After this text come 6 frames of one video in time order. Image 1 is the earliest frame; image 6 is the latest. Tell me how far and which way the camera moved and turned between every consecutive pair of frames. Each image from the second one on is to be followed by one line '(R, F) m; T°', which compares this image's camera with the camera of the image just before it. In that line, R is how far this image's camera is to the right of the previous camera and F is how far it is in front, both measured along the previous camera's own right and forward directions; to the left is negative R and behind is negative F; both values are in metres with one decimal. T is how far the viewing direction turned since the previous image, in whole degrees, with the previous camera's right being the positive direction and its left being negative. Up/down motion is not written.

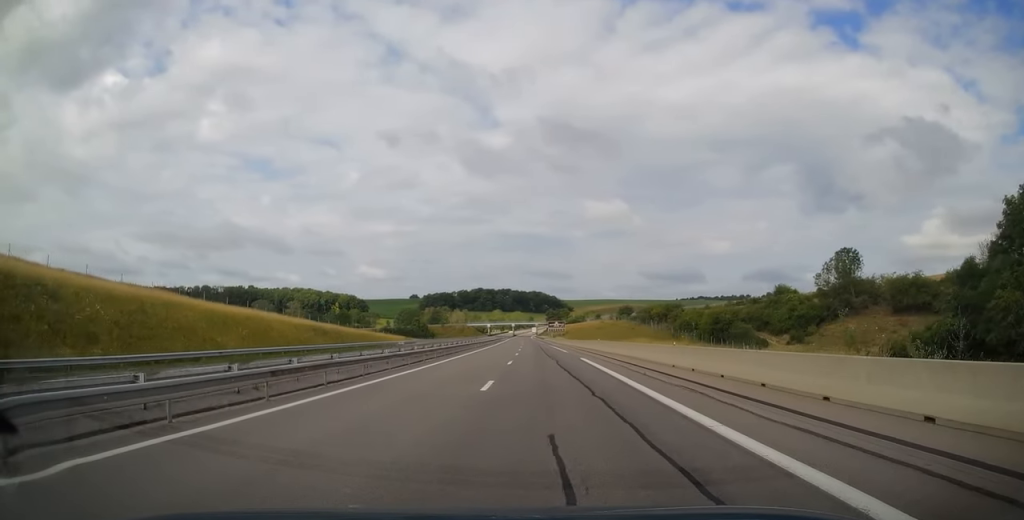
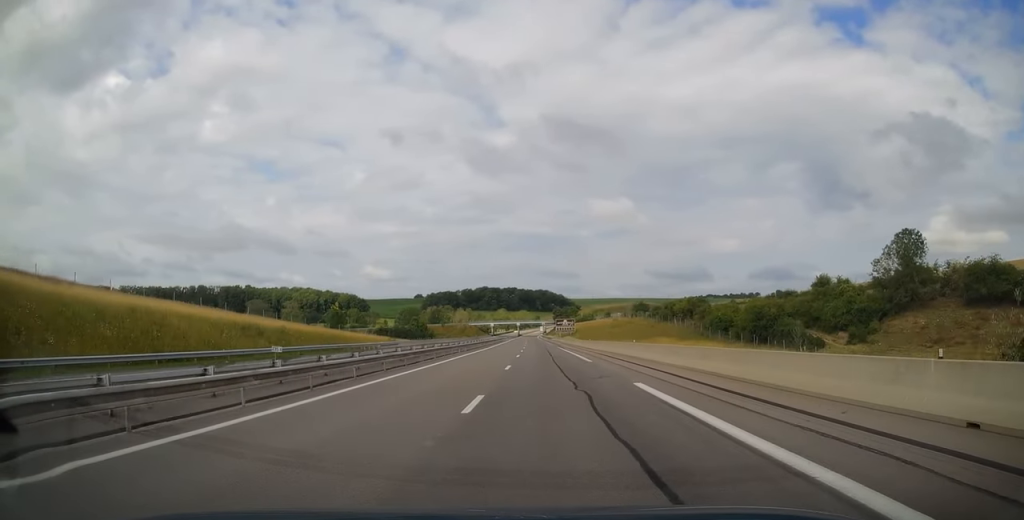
(-0.1, +17.2) m; -1°
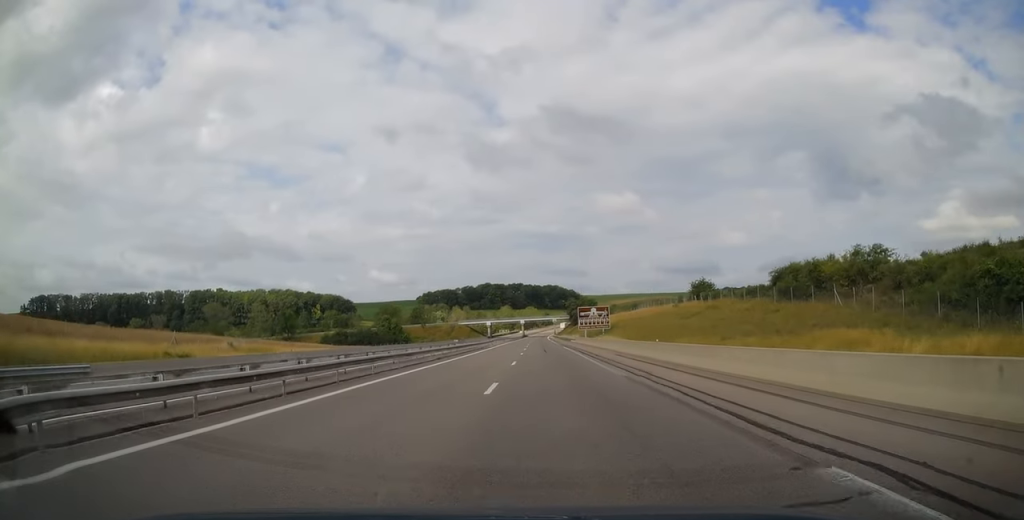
(+0.2, +61.9) m; +1°
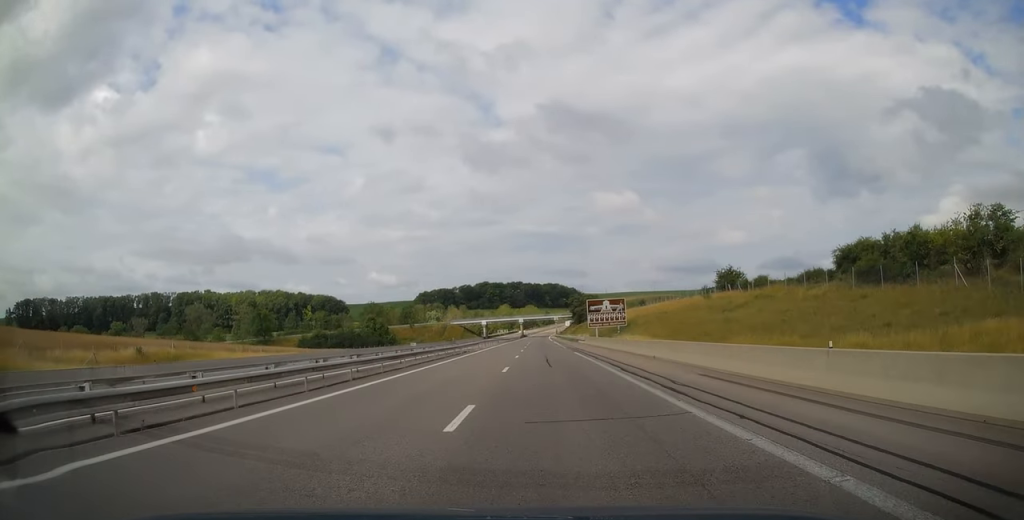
(0.0, +18.2) m; 0°
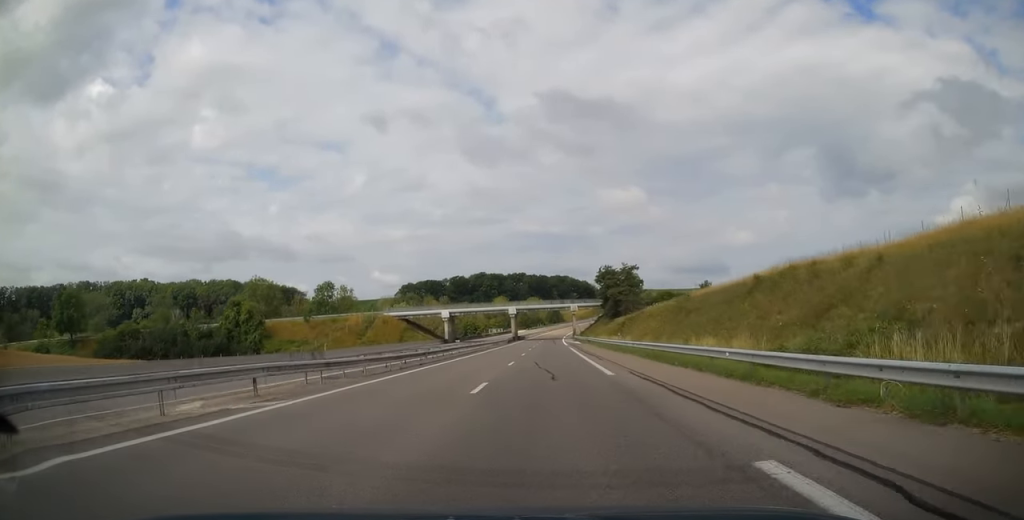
(-0.9, +85.4) m; 0°
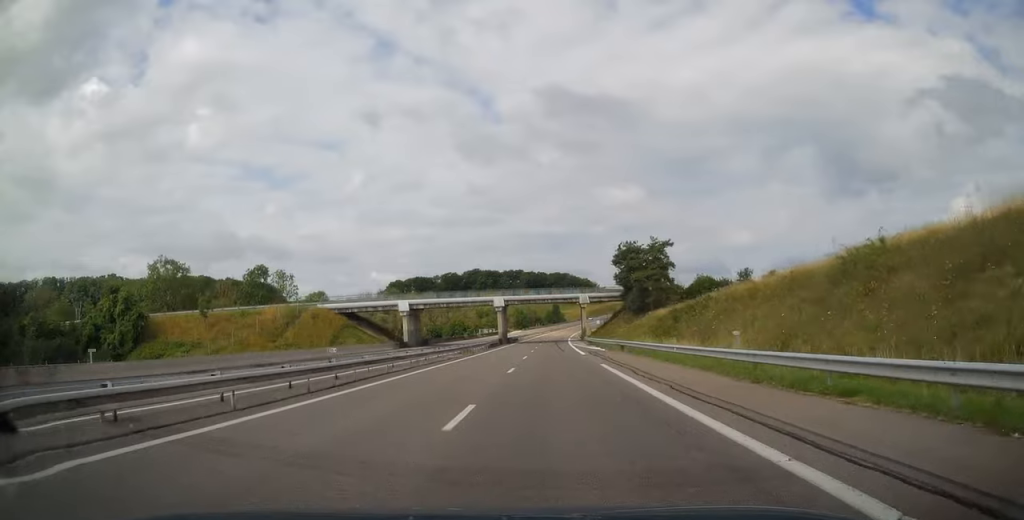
(+0.1, +31.4) m; 0°
